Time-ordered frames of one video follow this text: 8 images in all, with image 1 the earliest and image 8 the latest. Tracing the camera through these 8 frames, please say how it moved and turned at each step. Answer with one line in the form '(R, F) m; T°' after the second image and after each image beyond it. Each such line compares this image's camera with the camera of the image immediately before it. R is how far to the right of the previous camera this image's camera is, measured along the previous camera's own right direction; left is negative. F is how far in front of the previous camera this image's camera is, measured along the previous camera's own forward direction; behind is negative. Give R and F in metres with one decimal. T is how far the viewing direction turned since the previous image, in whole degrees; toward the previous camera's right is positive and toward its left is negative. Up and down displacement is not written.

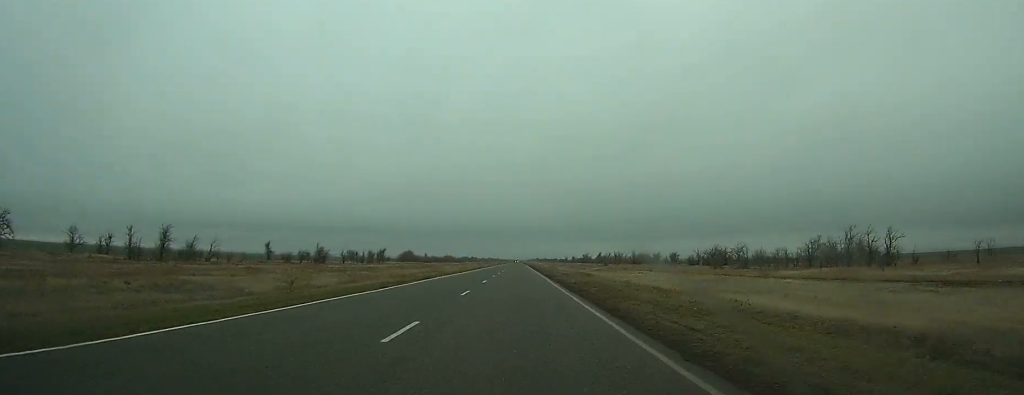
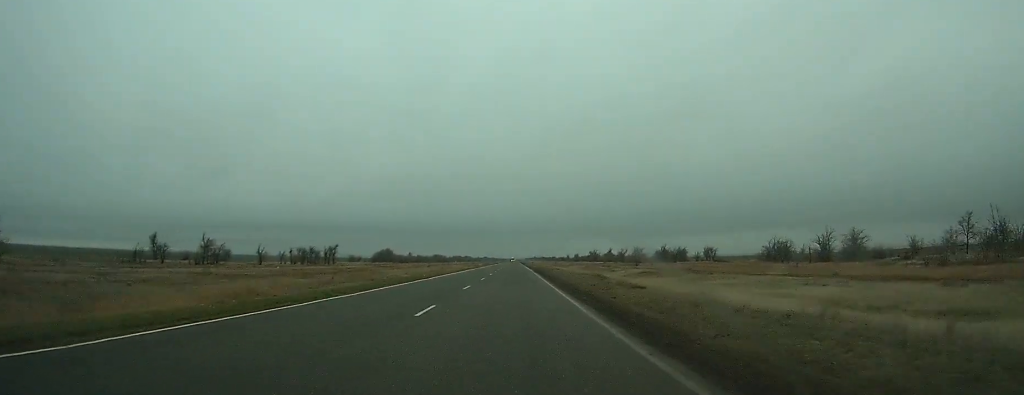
(+0.1, +65.8) m; 0°
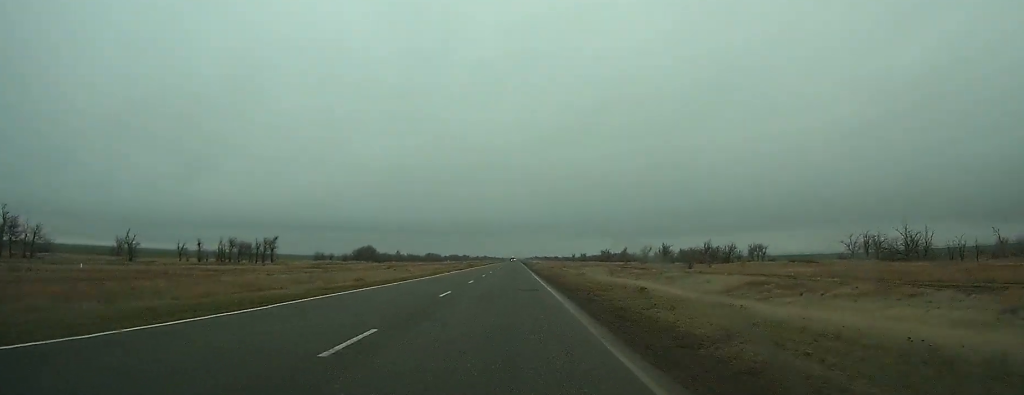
(-0.1, +55.5) m; 0°
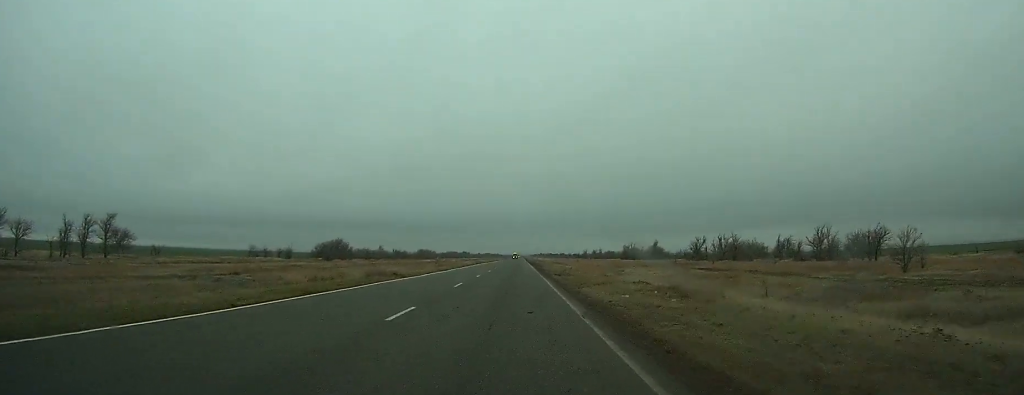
(-0.2, +69.9) m; 0°
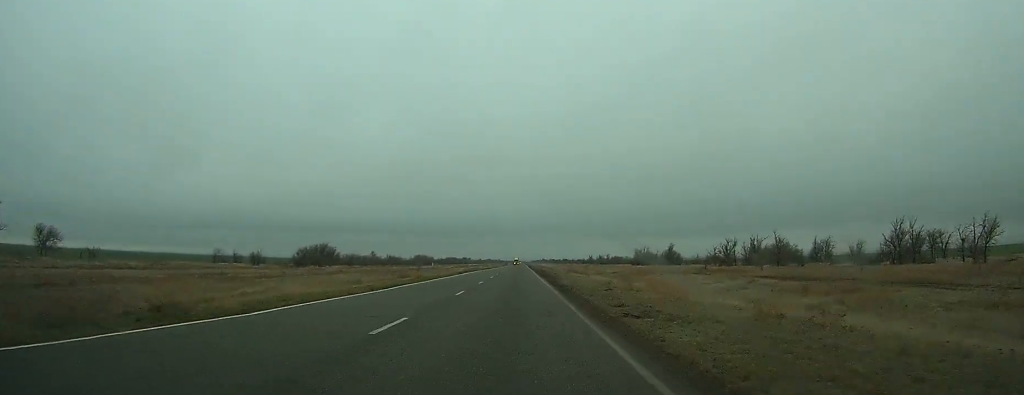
(0.0, +24.9) m; 0°
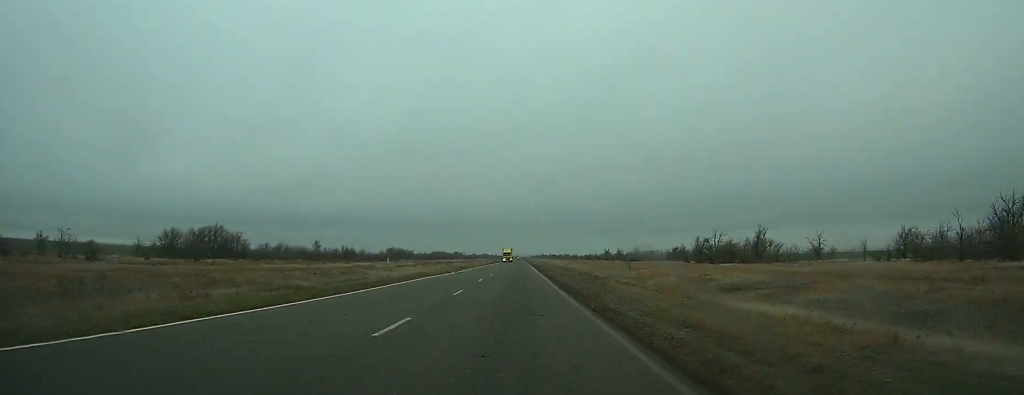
(+0.2, +94.0) m; 0°
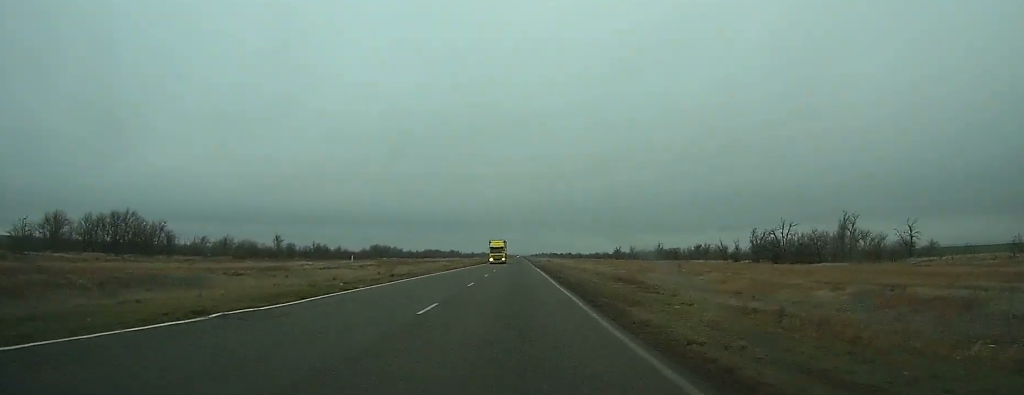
(0.0, +46.1) m; 0°
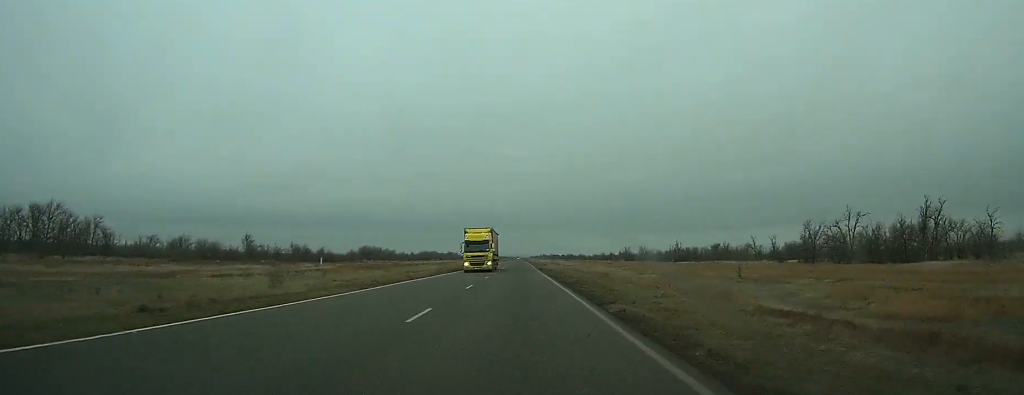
(+0.1, +27.1) m; 0°
